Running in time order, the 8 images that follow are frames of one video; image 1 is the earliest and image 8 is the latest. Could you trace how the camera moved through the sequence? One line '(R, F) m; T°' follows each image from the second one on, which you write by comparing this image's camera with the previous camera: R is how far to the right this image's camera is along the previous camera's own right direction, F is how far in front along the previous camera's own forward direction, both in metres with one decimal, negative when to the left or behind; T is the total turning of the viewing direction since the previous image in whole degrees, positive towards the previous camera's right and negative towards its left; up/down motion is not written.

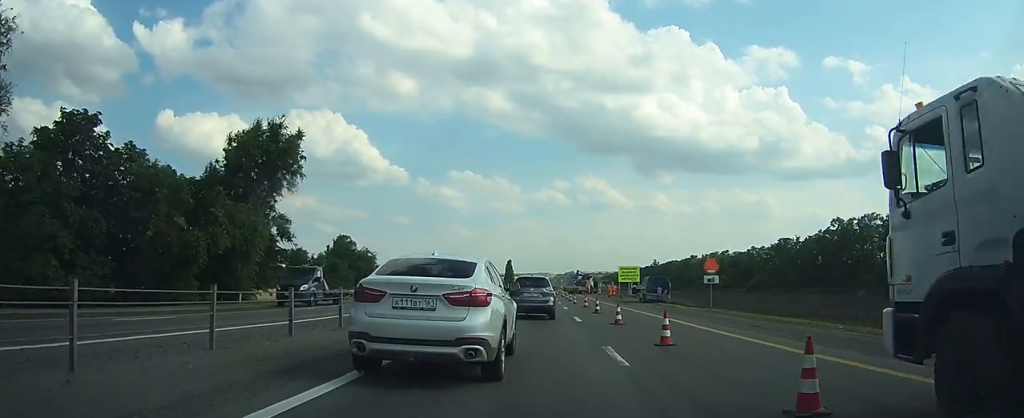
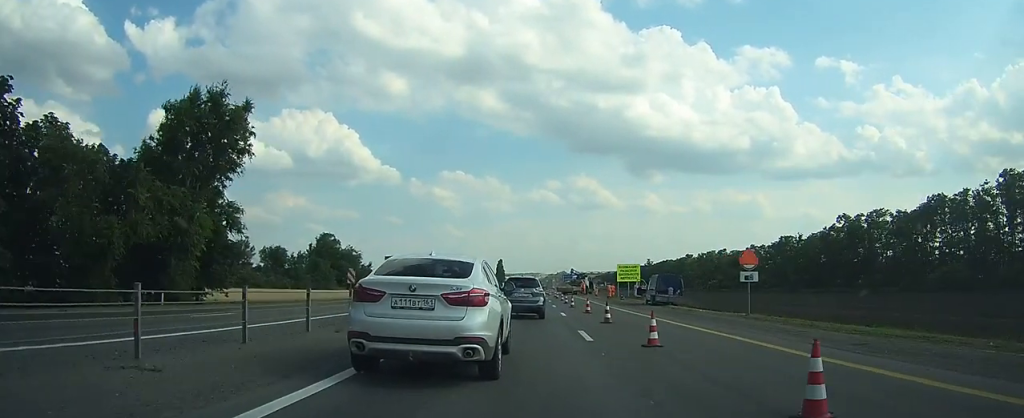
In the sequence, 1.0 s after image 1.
(0.0, +7.2) m; 0°
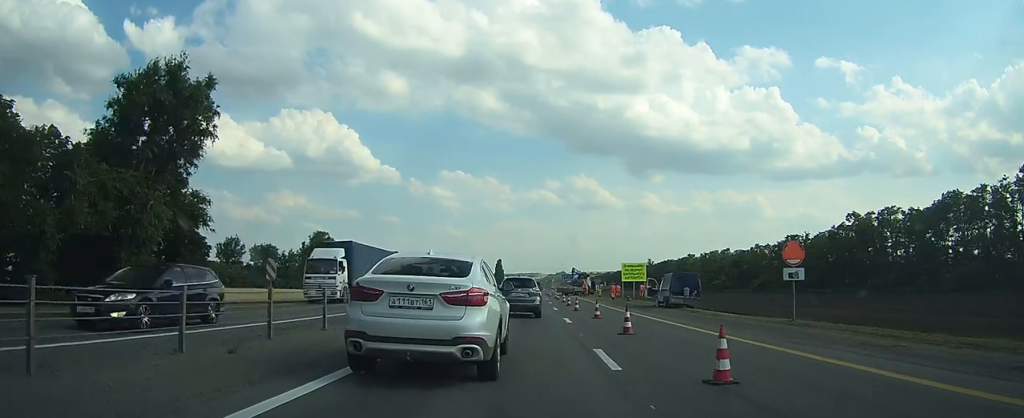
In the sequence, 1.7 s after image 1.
(0.0, +4.9) m; 0°
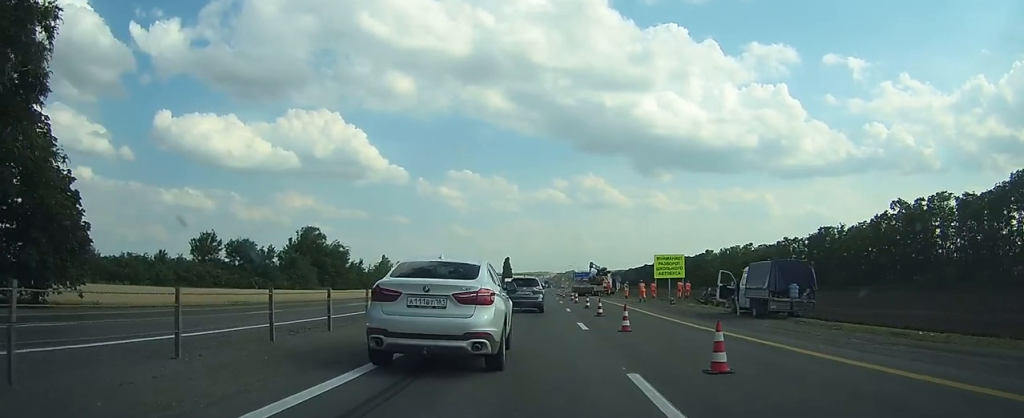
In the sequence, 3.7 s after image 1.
(+0.2, +15.4) m; +2°
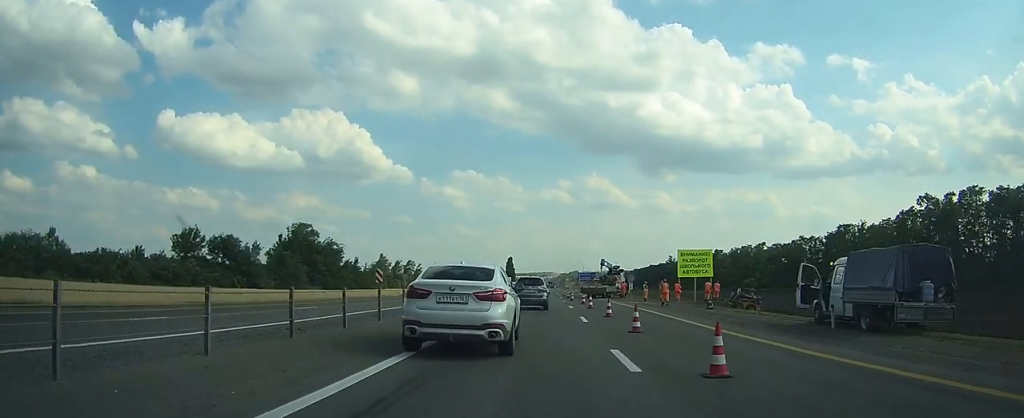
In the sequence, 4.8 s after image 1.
(0.0, +8.4) m; 0°
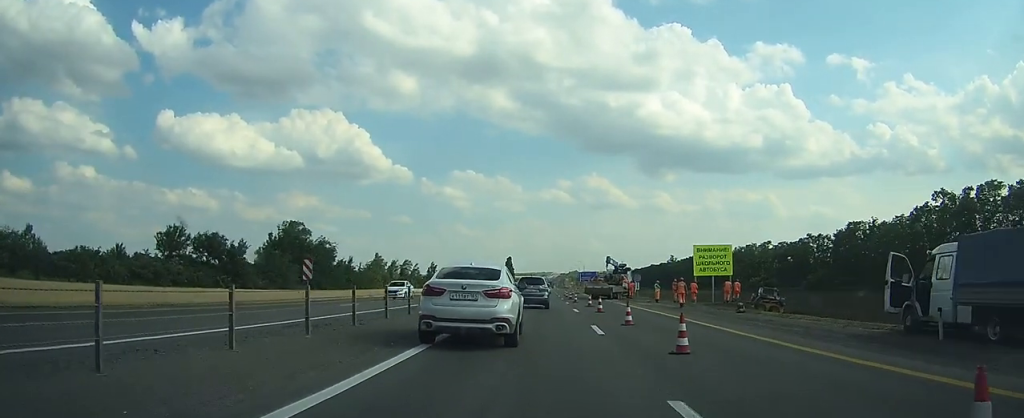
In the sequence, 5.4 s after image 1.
(0.0, +5.1) m; -1°
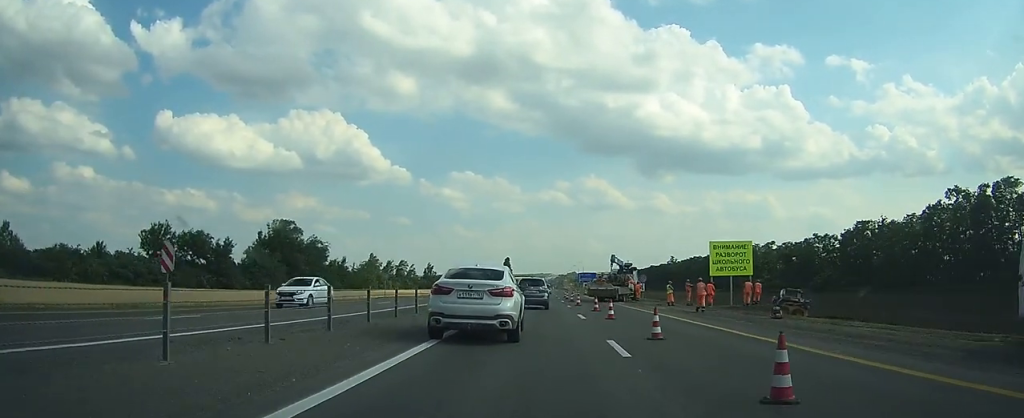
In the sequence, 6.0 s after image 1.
(0.0, +4.4) m; -1°
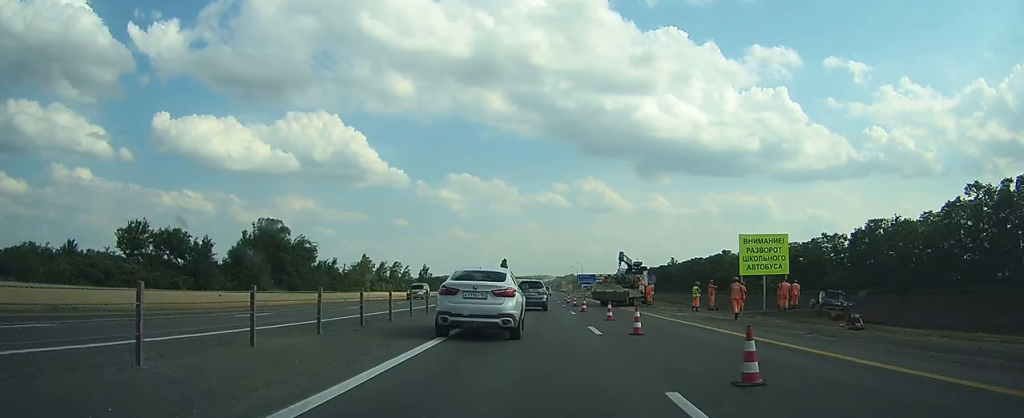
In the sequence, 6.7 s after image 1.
(-0.1, +6.1) m; 0°
